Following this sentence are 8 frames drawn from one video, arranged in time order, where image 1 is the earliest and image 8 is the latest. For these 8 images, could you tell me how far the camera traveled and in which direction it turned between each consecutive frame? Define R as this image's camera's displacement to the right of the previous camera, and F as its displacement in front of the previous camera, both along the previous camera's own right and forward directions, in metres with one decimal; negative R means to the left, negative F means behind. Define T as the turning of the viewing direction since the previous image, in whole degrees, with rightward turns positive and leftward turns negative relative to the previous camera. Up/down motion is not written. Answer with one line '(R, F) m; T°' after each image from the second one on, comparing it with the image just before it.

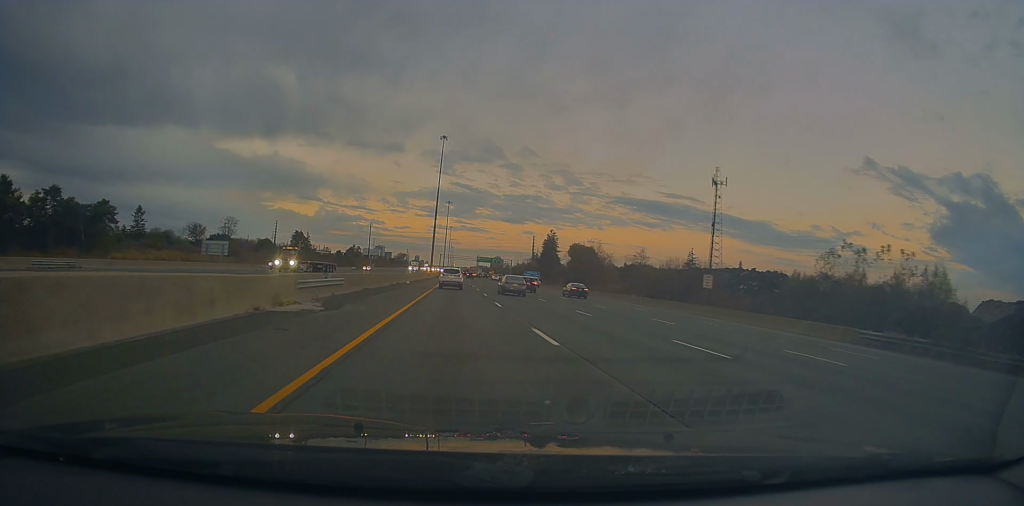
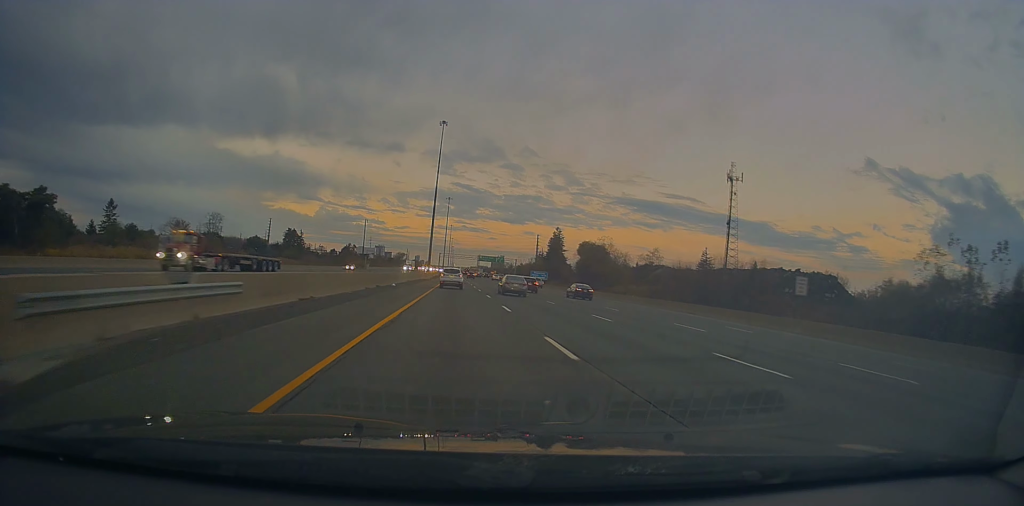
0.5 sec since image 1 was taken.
(-0.3, +14.8) m; 0°
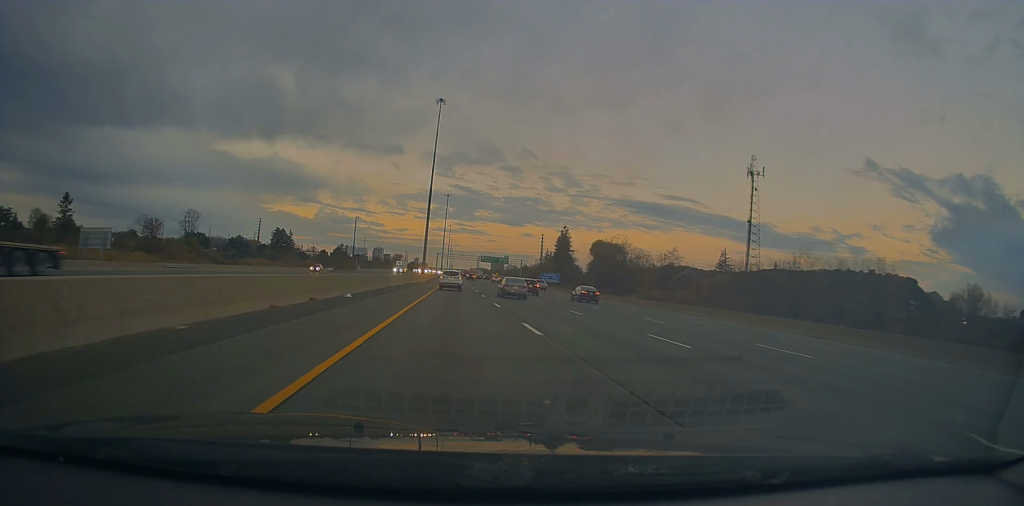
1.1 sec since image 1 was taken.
(+0.2, +19.1) m; 0°
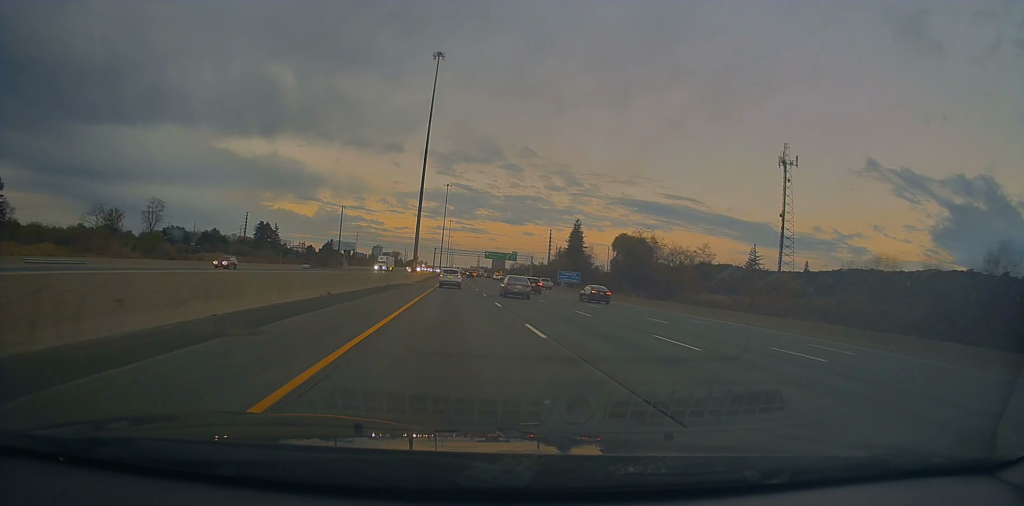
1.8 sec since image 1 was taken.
(0.0, +24.5) m; 0°
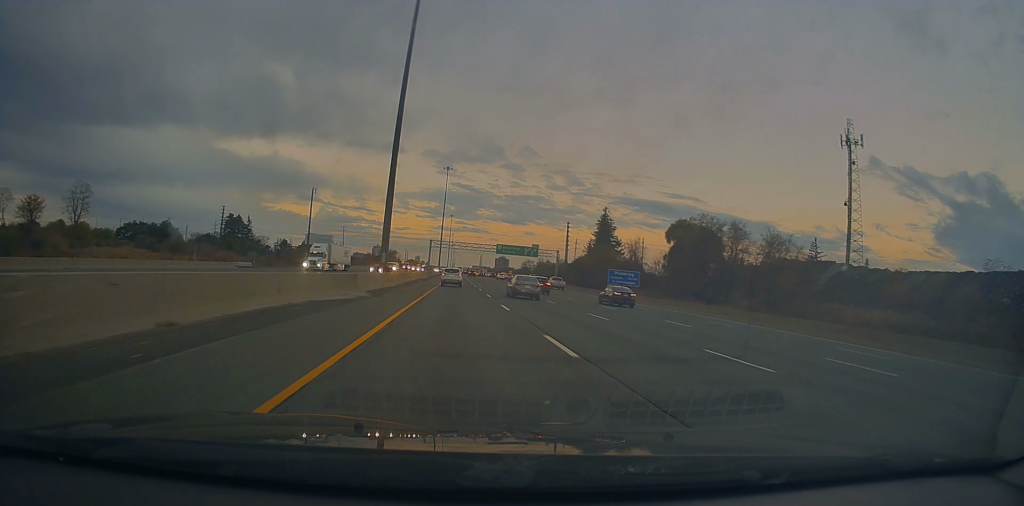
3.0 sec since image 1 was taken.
(0.0, +38.3) m; +1°
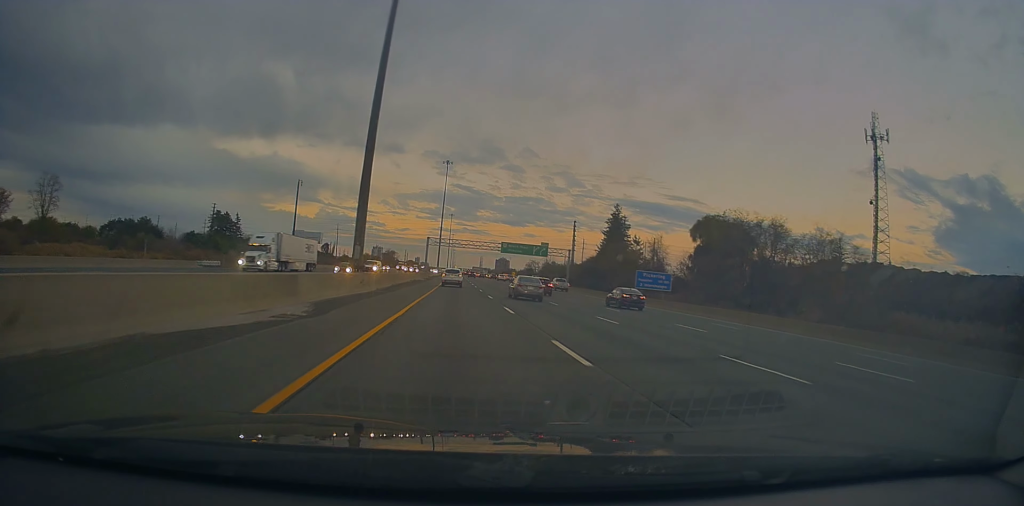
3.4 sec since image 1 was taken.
(+0.4, +12.7) m; 0°
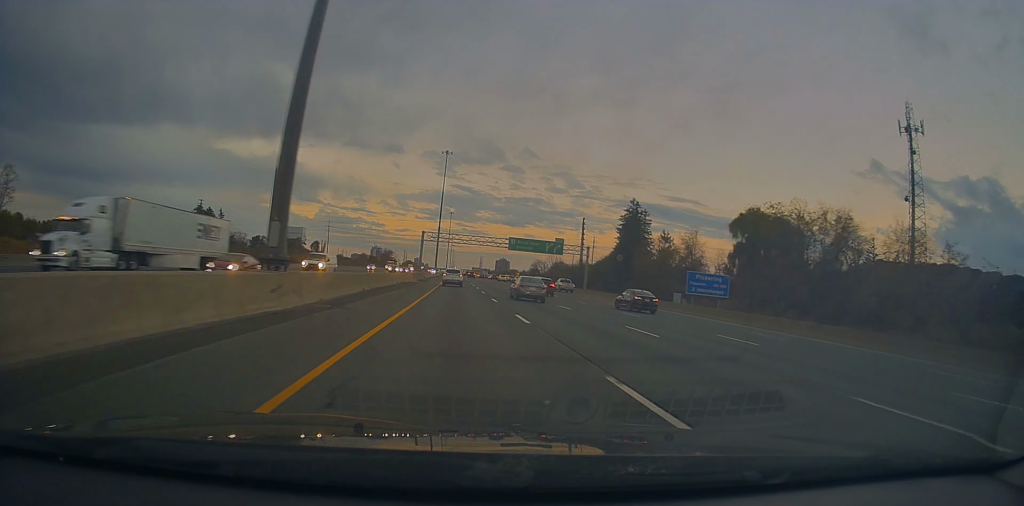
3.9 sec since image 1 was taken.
(-0.2, +16.0) m; 0°
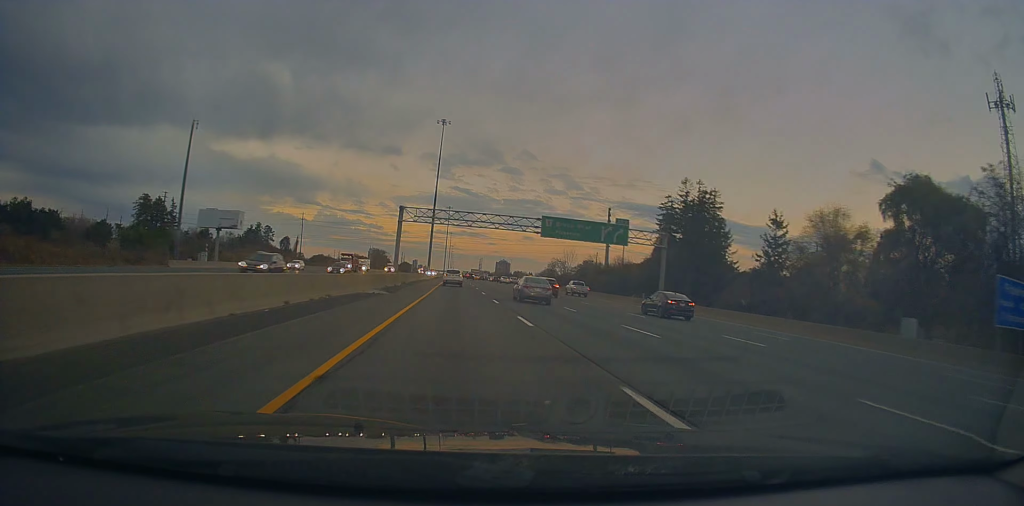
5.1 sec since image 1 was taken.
(0.0, +36.2) m; 0°
